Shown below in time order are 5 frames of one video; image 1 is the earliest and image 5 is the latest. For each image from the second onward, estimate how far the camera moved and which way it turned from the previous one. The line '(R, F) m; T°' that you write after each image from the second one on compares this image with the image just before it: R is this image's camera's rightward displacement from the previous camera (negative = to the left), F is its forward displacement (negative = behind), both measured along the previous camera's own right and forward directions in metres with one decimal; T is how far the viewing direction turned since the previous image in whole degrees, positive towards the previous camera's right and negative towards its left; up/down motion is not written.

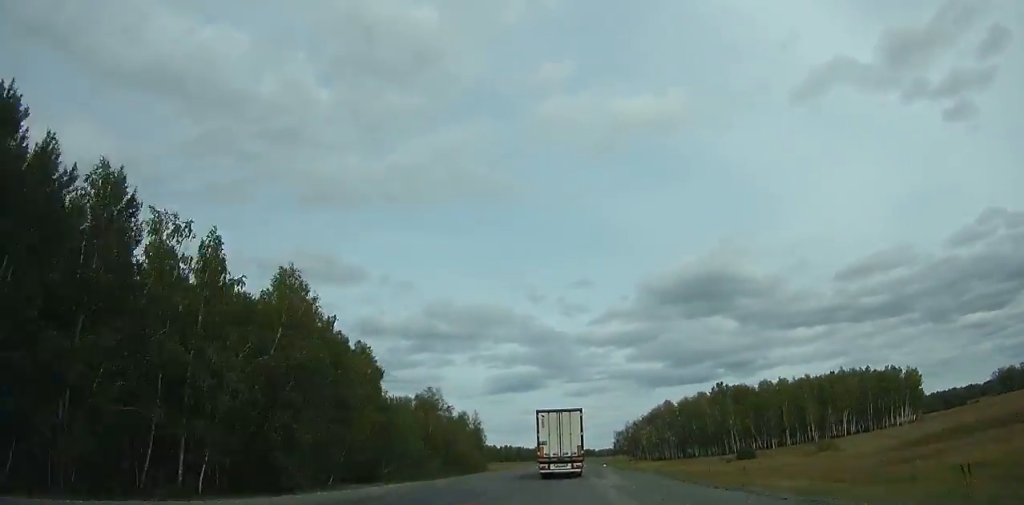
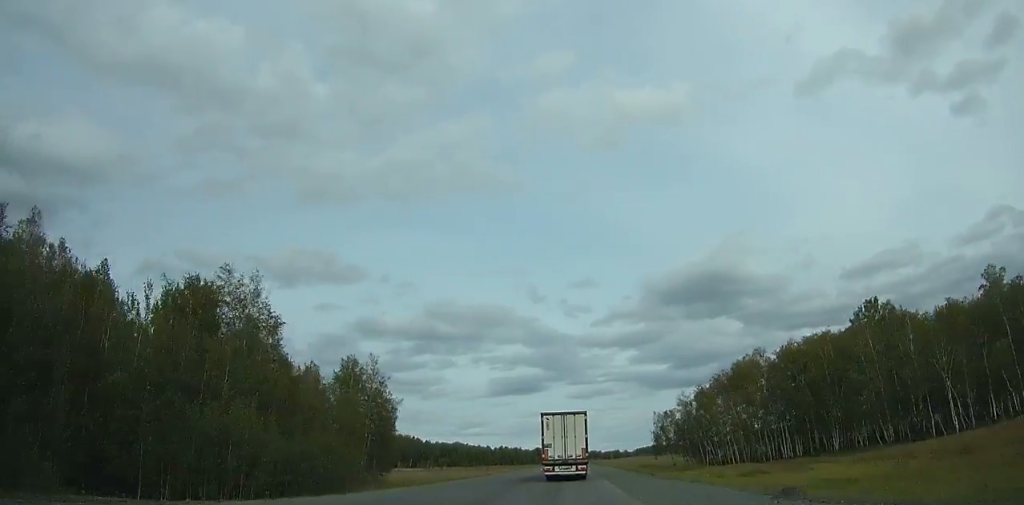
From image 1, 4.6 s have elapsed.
(0.0, +92.9) m; 0°
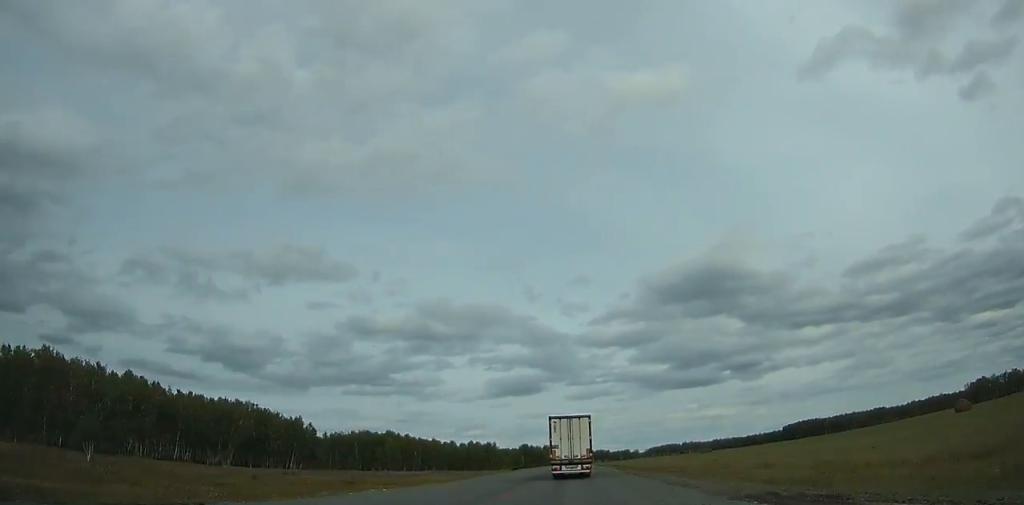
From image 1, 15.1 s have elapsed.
(+0.2, +211.3) m; 0°
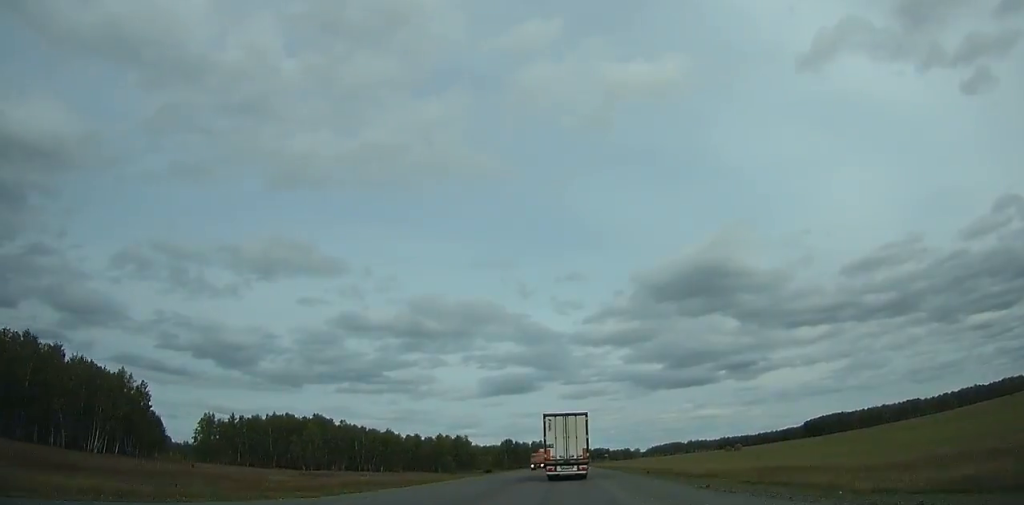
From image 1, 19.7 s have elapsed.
(-0.1, +94.5) m; 0°
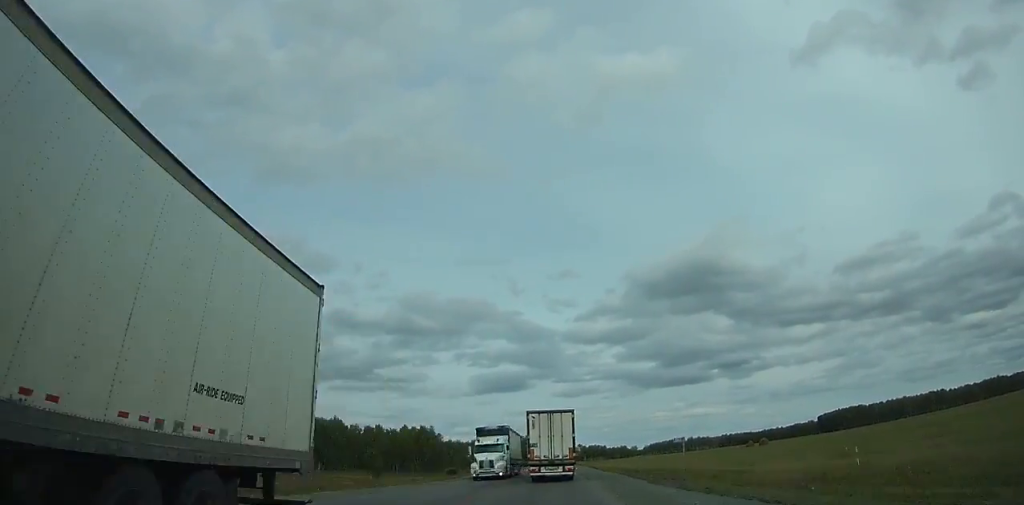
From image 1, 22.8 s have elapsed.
(0.0, +64.5) m; 0°
